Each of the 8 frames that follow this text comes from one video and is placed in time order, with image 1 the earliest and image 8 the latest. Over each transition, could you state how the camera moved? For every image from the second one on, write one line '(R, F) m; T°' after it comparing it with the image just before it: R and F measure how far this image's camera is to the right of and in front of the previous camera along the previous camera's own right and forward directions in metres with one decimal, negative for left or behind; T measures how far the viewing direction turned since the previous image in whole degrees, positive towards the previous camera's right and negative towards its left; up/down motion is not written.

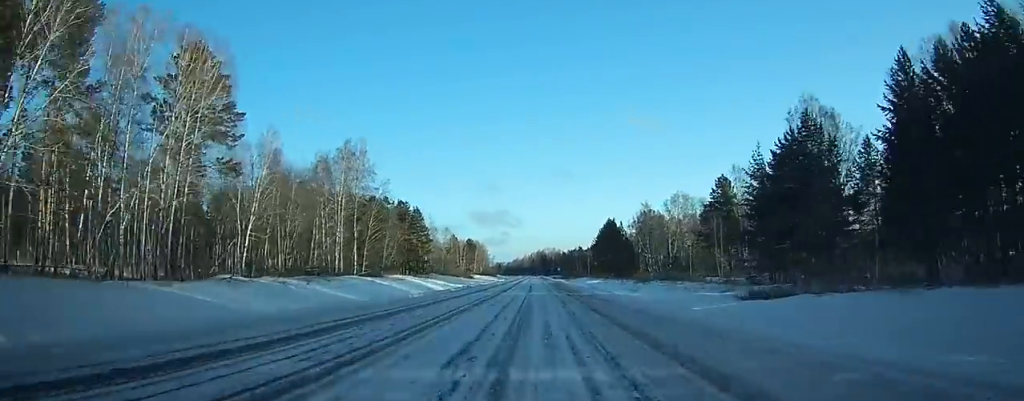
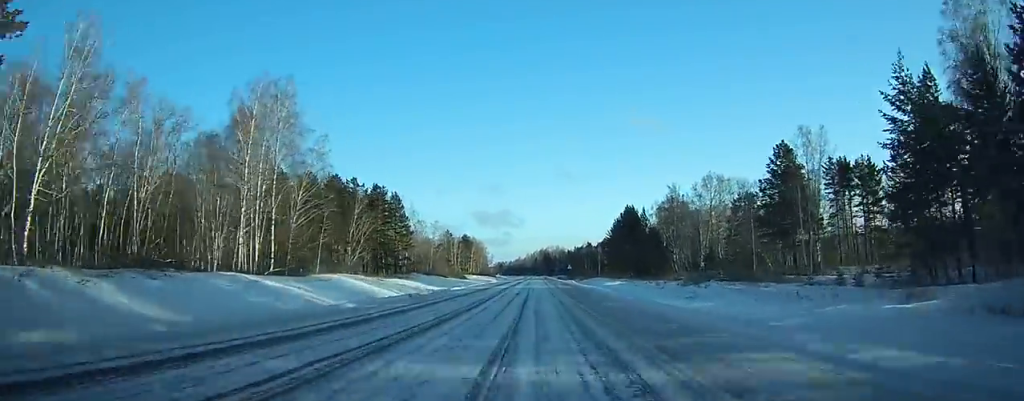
(0.0, +33.1) m; 0°
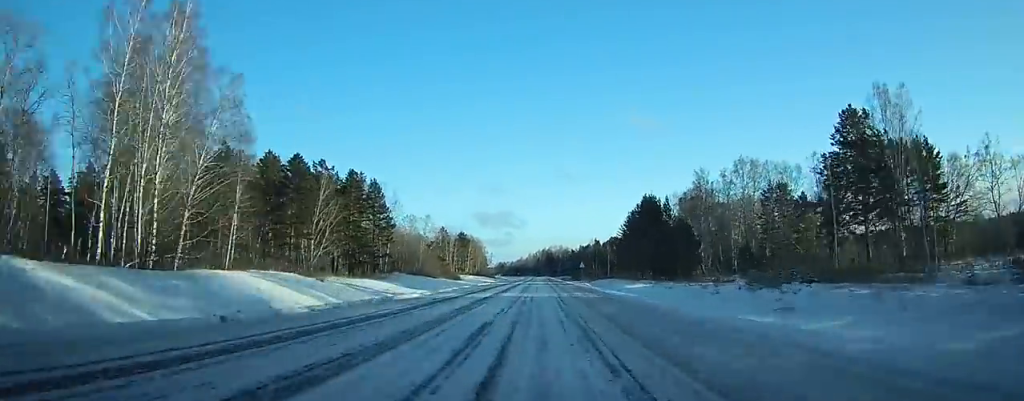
(-0.1, +23.1) m; 0°
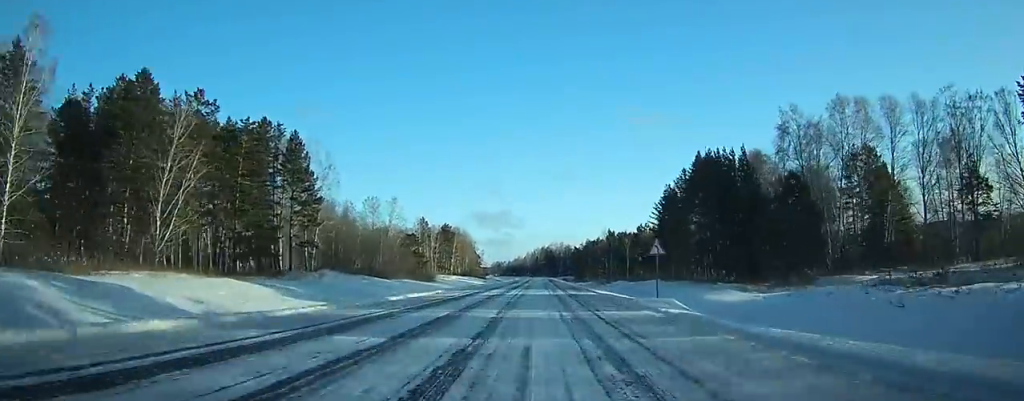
(+0.1, +46.0) m; 0°
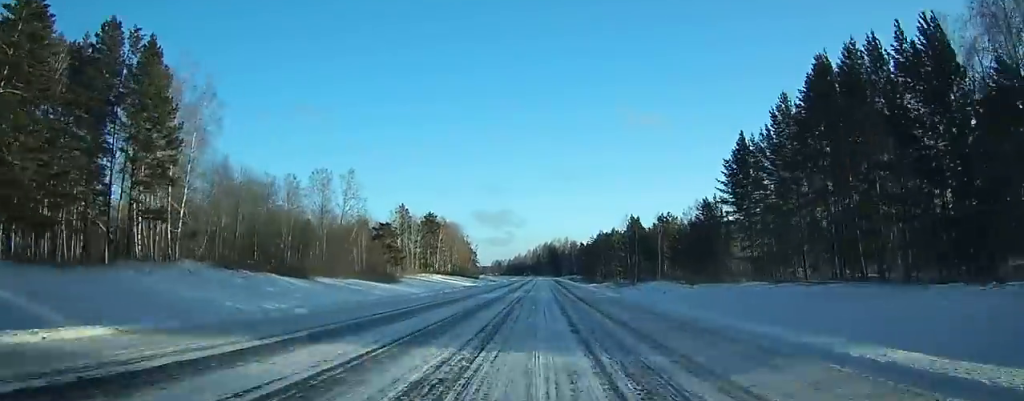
(+0.1, +39.3) m; 0°
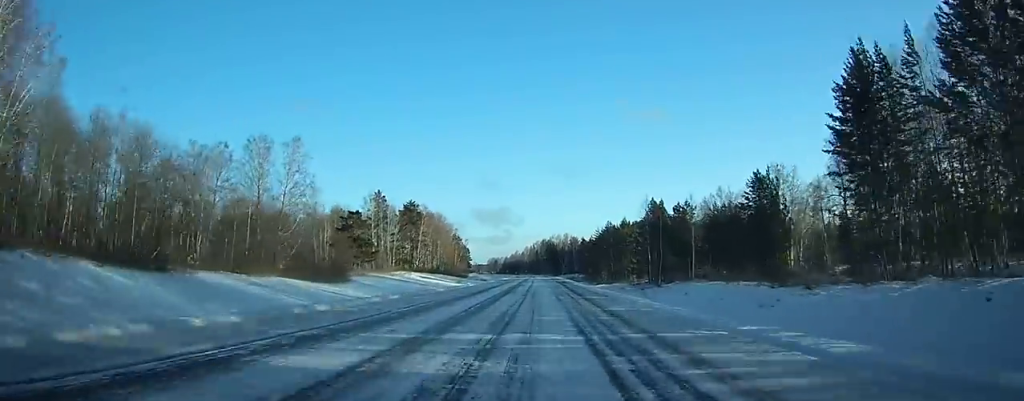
(0.0, +27.7) m; 0°
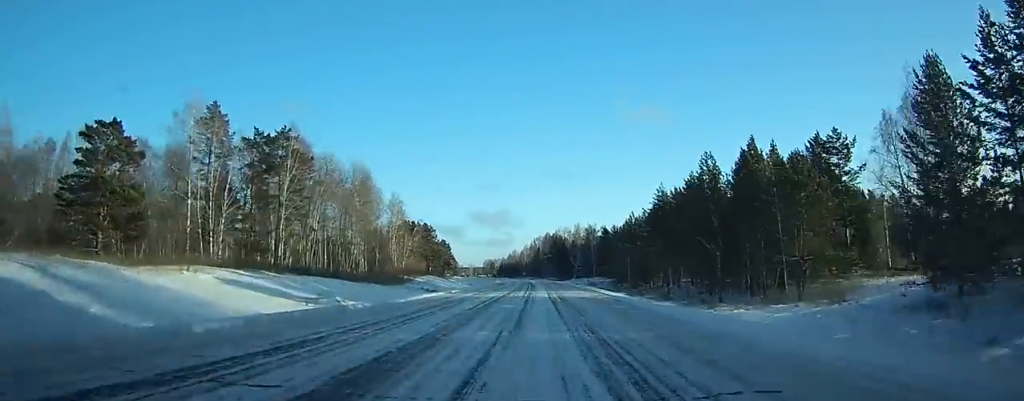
(0.0, +92.7) m; -1°
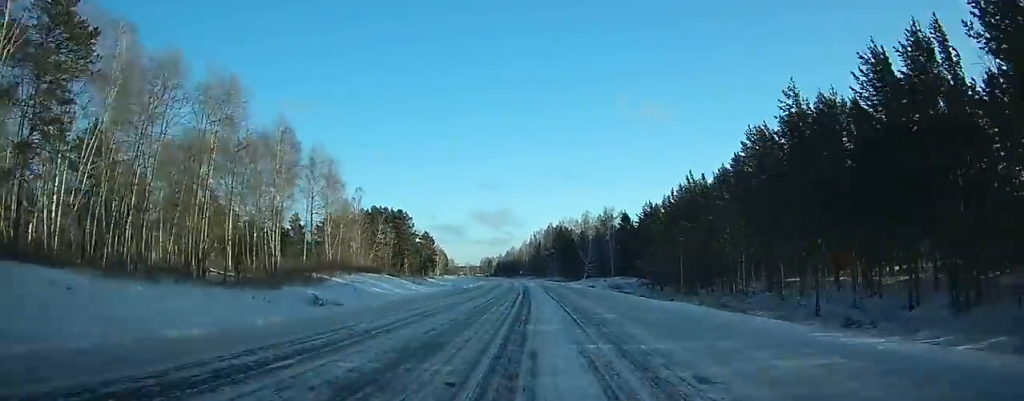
(-0.1, +48.4) m; -1°
